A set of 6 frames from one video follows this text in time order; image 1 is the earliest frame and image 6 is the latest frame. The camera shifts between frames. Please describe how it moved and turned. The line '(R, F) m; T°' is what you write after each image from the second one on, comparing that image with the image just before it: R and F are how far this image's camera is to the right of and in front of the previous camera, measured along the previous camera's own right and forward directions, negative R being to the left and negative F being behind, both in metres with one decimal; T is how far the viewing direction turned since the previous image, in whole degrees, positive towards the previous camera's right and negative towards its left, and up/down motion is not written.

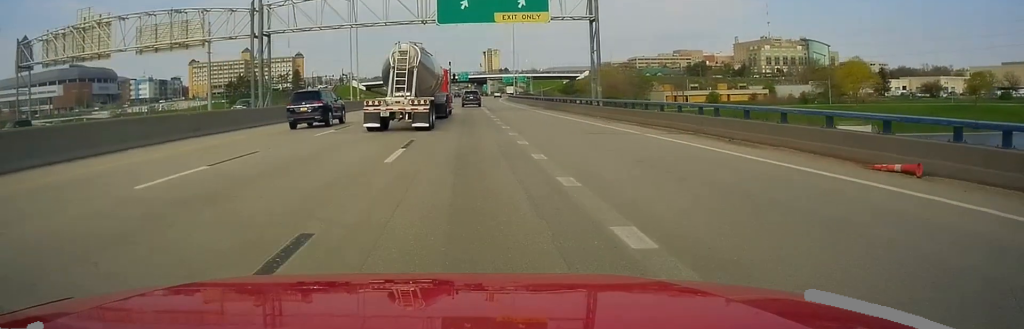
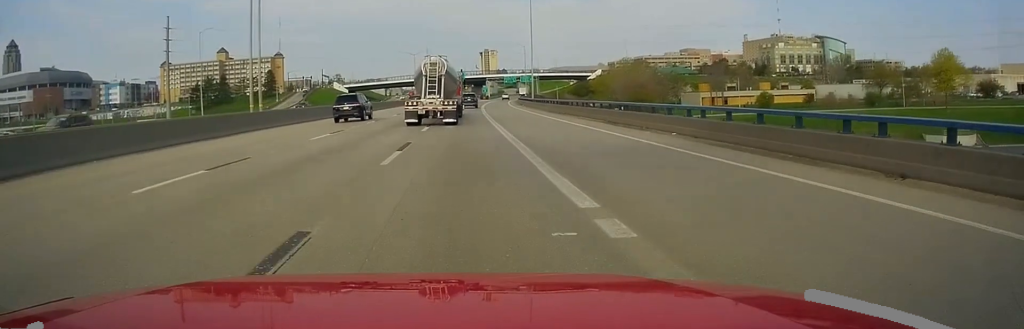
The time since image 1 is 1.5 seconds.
(-0.1, +36.3) m; +1°
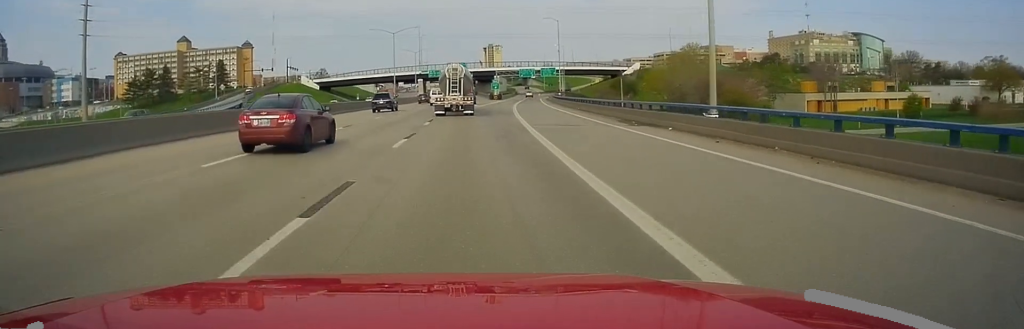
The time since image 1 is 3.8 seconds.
(-0.5, +57.7) m; -1°
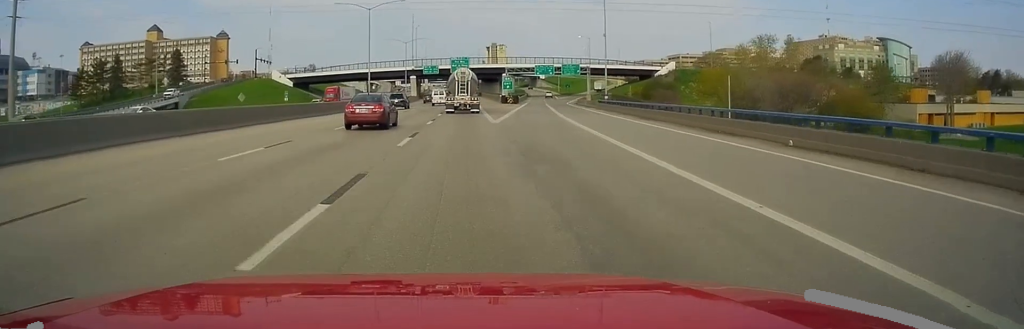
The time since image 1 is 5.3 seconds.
(+0.8, +35.0) m; +1°
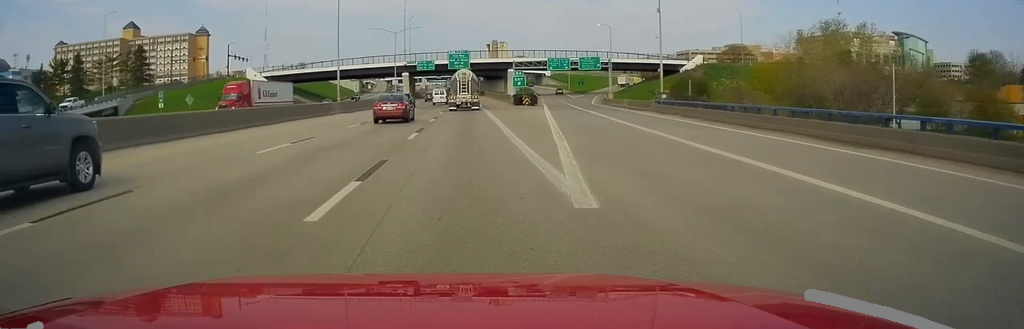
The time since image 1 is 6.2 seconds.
(-0.1, +22.1) m; -1°
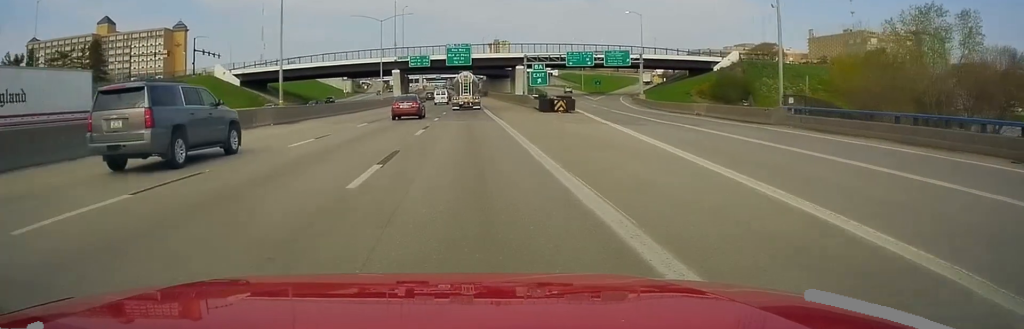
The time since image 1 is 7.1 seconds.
(-0.3, +22.0) m; -1°
